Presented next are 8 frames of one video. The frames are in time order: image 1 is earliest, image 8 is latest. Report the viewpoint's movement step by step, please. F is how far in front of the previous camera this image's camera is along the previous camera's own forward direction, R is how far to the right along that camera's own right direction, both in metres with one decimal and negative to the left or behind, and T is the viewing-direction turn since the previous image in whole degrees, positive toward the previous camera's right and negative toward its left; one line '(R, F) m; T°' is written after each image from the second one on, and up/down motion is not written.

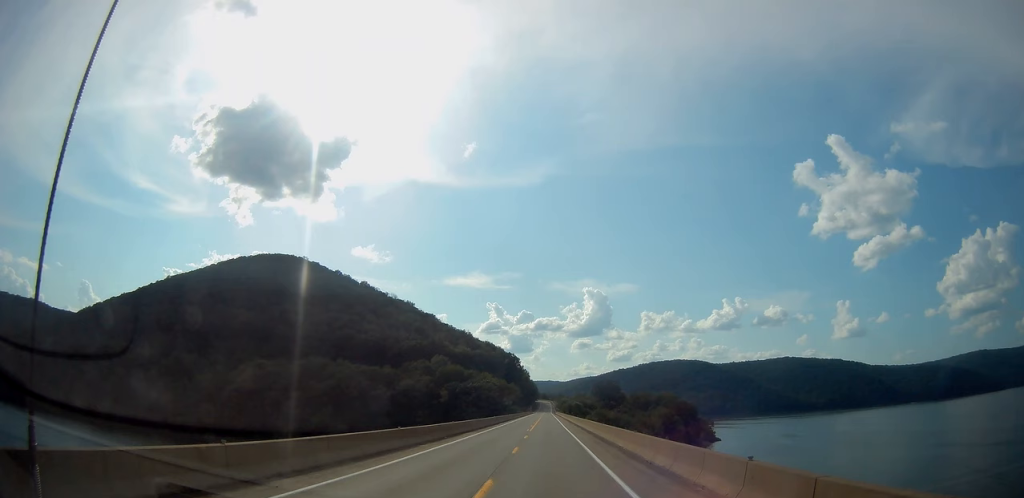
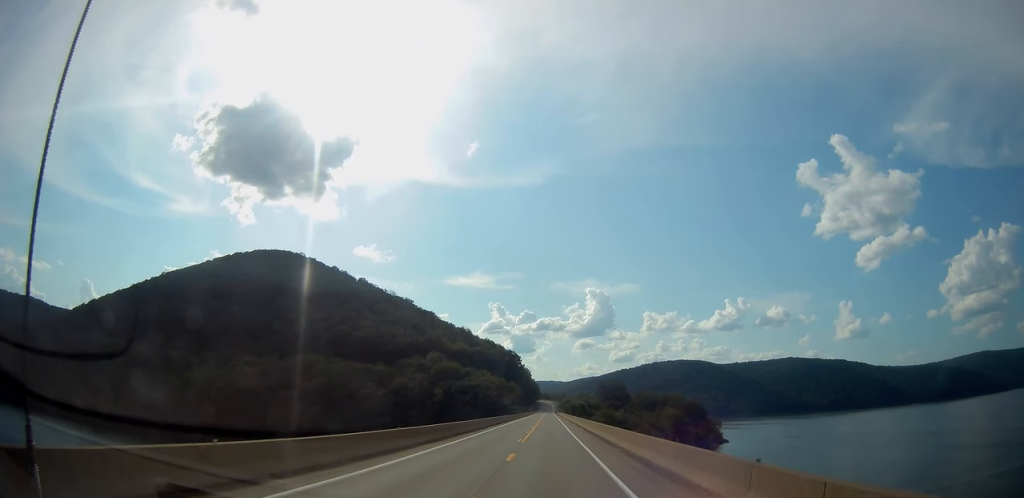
(+0.1, +15.6) m; 0°
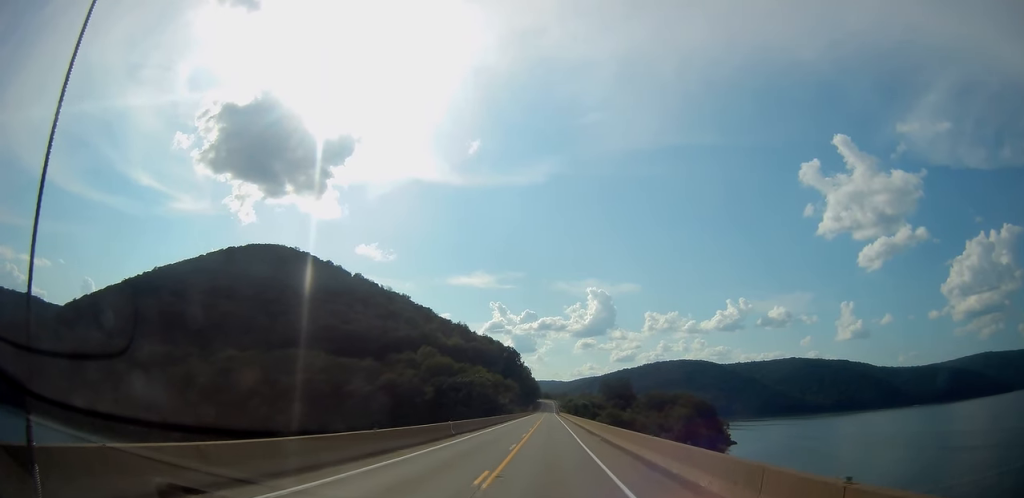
(+0.2, +18.9) m; 0°
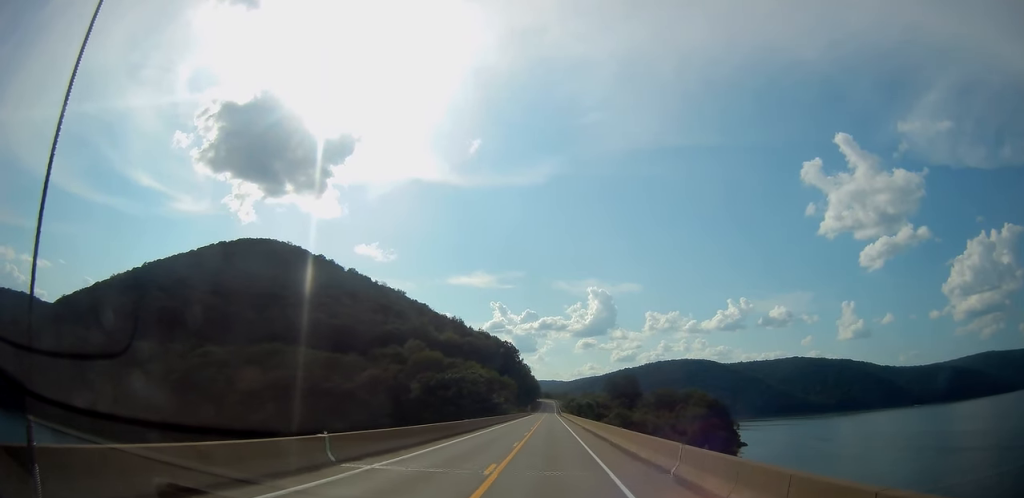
(-0.1, +22.2) m; 0°
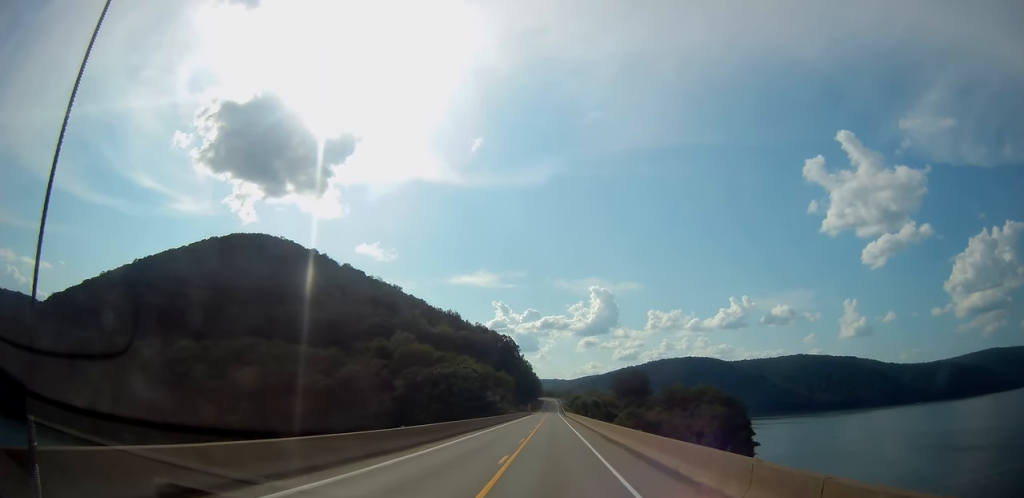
(0.0, +21.3) m; 0°
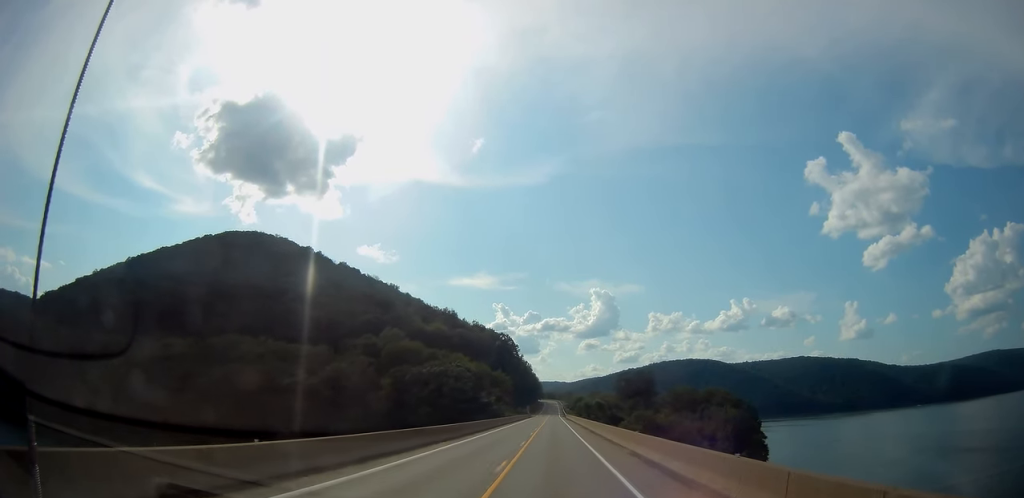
(-0.1, +13.9) m; 0°
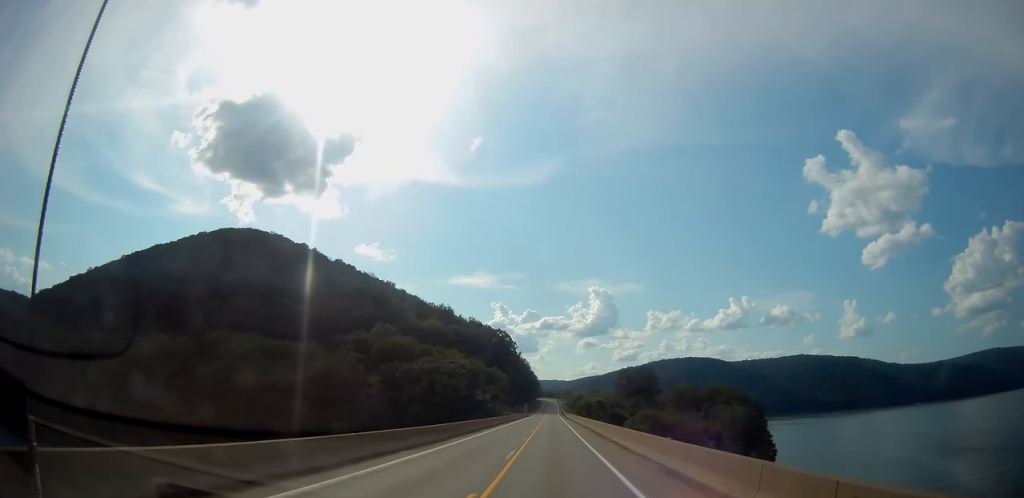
(+0.1, +7.9) m; 0°
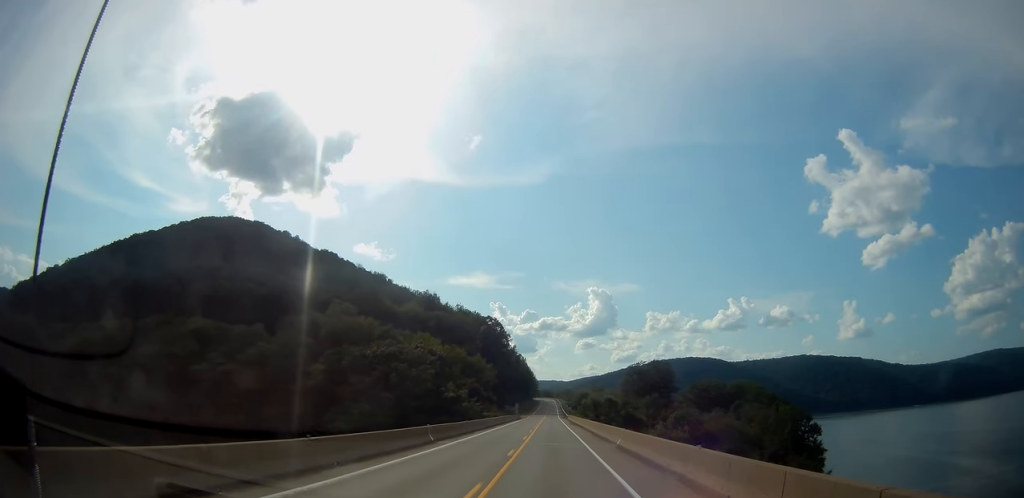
(0.0, +34.9) m; 0°
